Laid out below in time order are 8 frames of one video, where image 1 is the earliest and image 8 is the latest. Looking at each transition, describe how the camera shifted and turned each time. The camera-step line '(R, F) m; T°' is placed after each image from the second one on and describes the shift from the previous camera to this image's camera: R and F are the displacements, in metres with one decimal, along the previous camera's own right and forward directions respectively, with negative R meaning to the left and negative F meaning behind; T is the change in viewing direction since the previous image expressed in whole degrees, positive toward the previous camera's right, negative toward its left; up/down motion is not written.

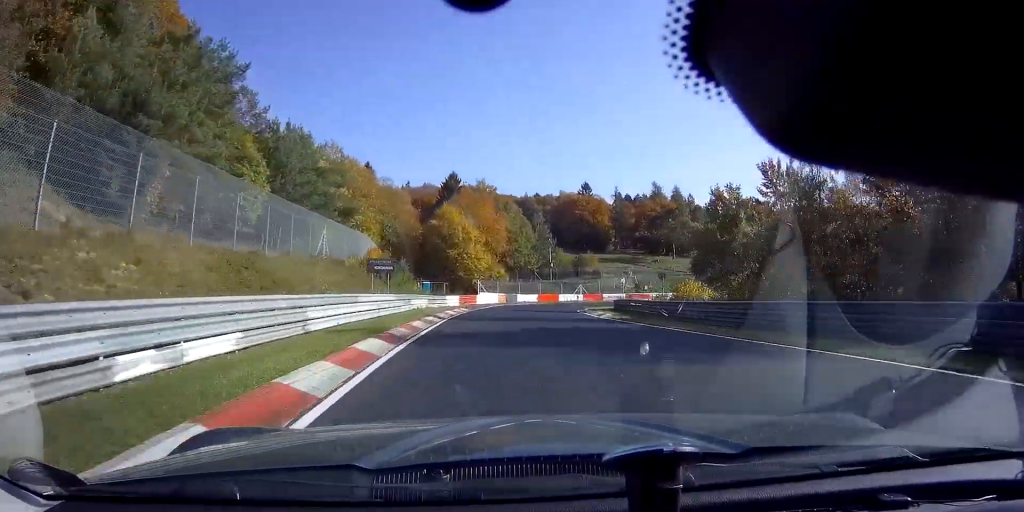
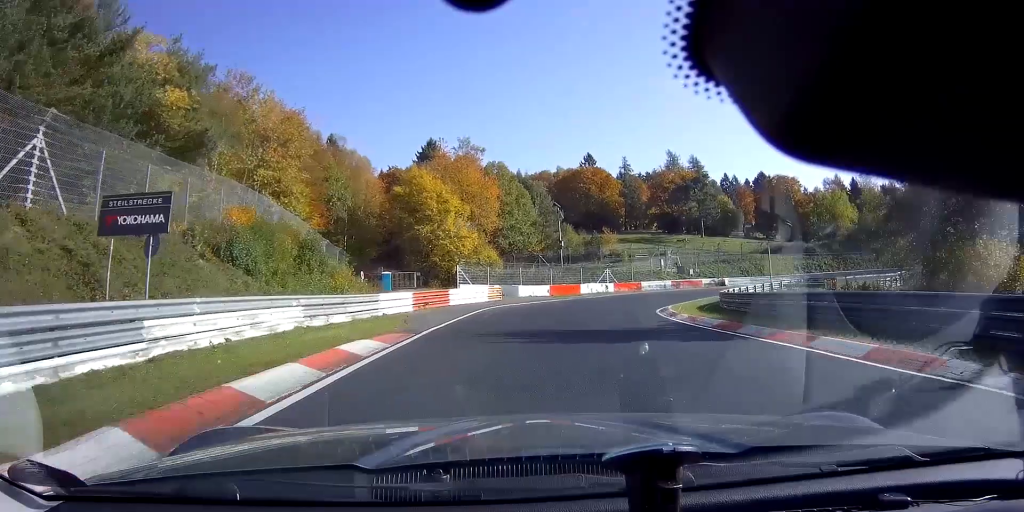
(-0.1, +26.6) m; 0°
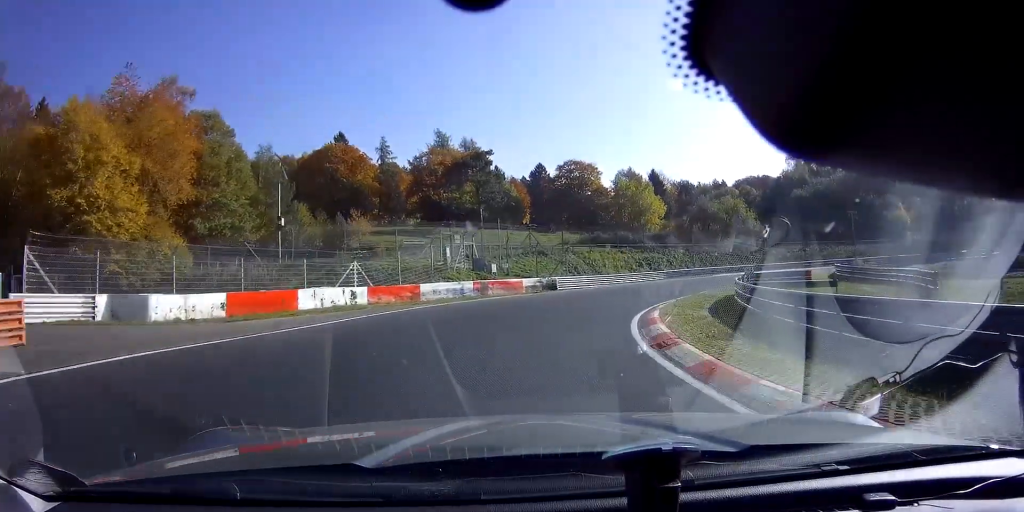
(+2.4, +29.3) m; +30°
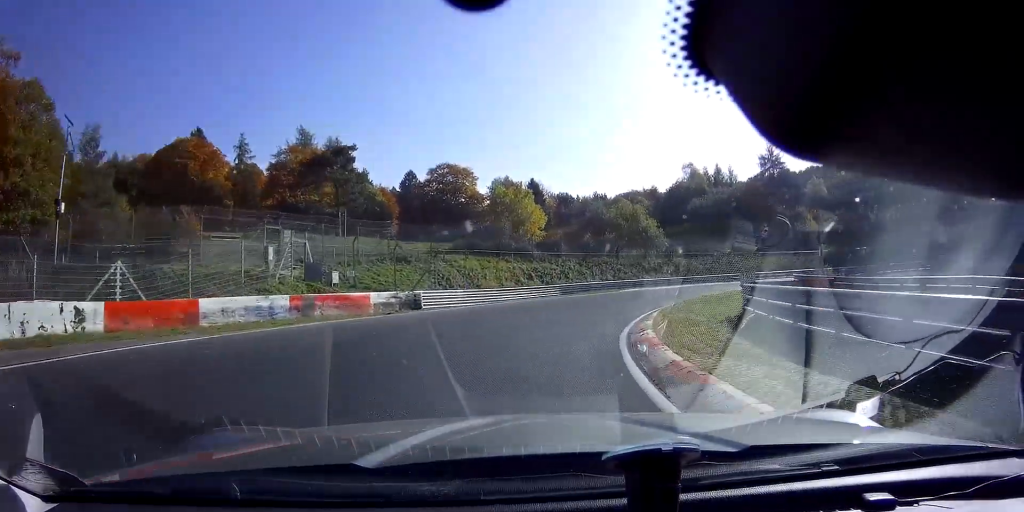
(+4.8, +11.9) m; +19°
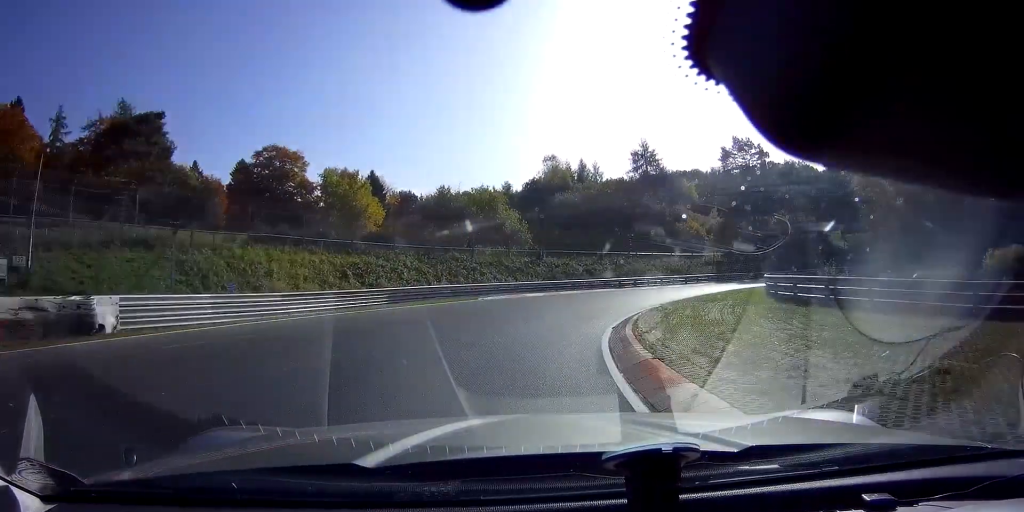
(+2.8, +15.1) m; +17°
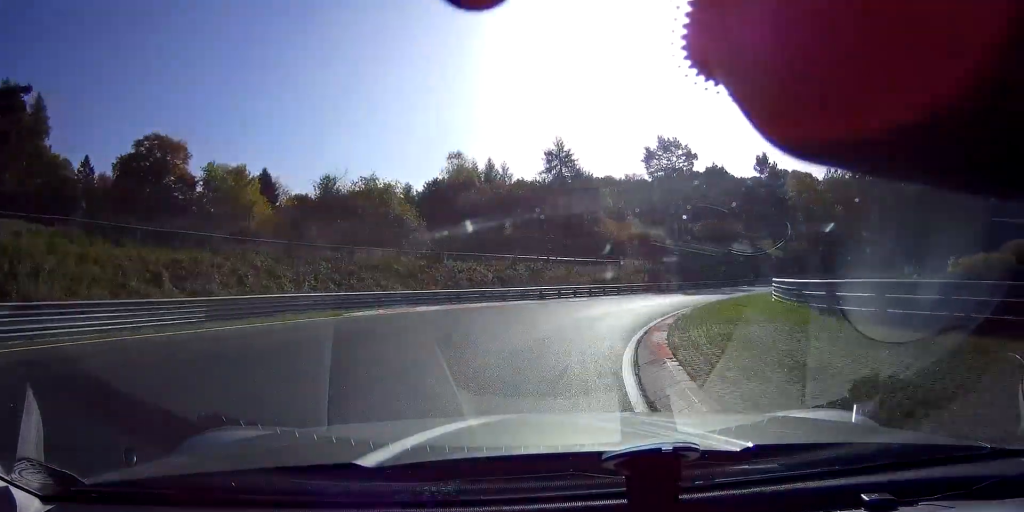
(-0.4, +9.8) m; +8°
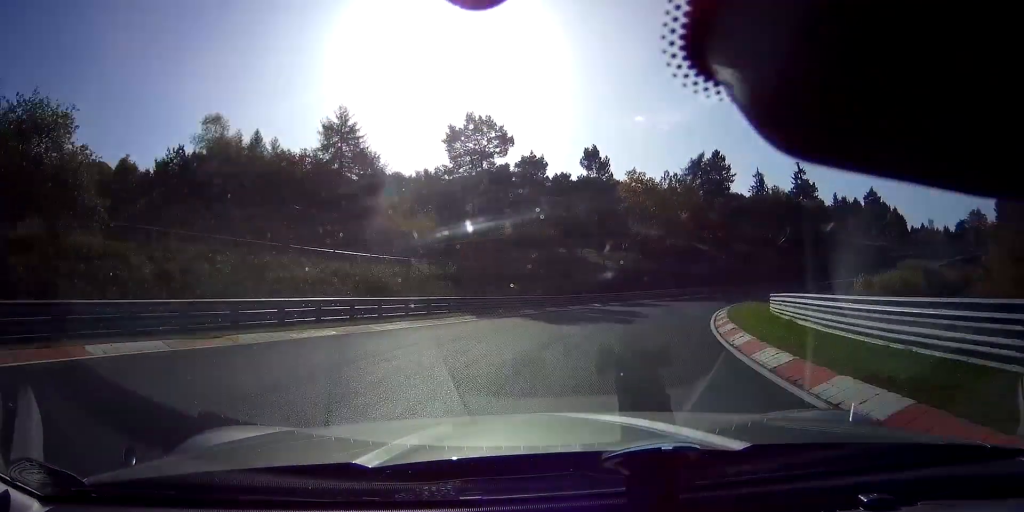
(+3.8, +19.4) m; +22°
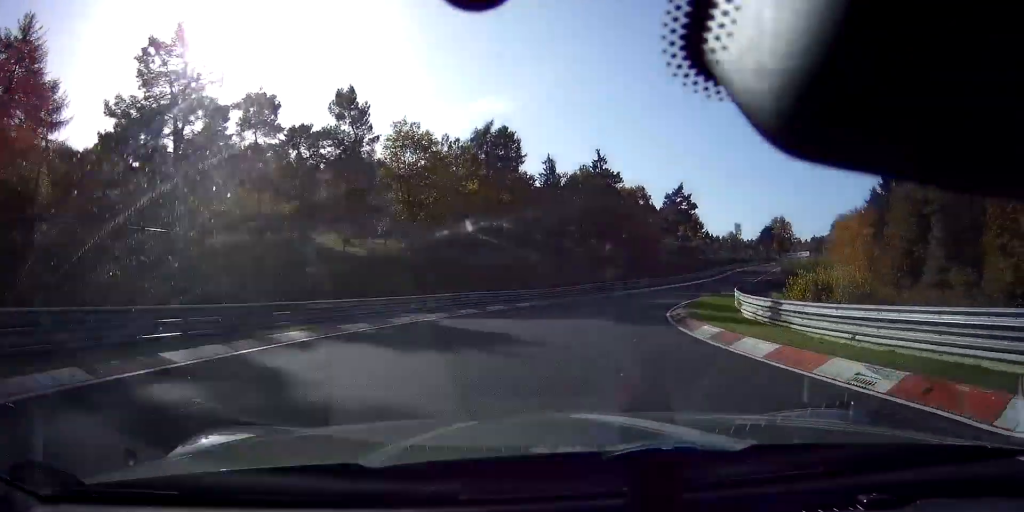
(+5.6, +25.2) m; +24°
